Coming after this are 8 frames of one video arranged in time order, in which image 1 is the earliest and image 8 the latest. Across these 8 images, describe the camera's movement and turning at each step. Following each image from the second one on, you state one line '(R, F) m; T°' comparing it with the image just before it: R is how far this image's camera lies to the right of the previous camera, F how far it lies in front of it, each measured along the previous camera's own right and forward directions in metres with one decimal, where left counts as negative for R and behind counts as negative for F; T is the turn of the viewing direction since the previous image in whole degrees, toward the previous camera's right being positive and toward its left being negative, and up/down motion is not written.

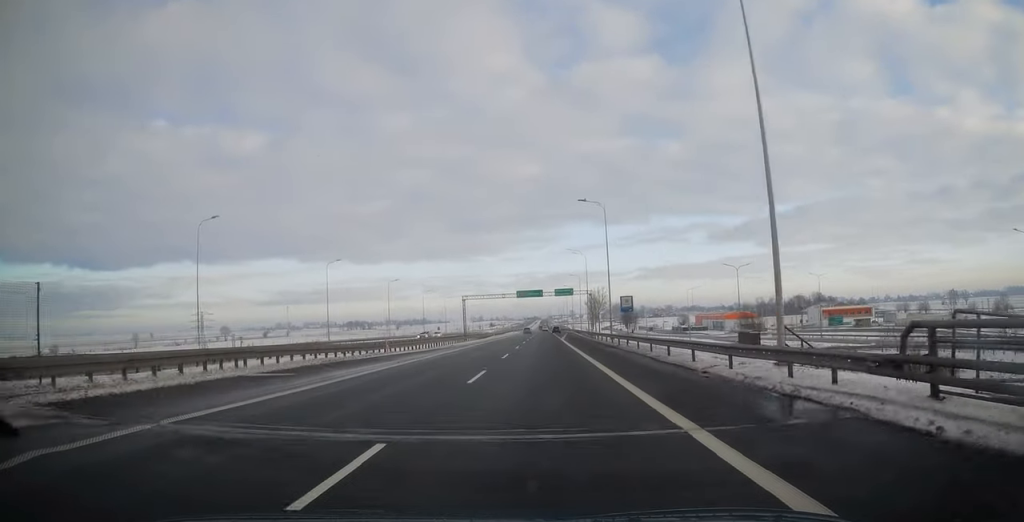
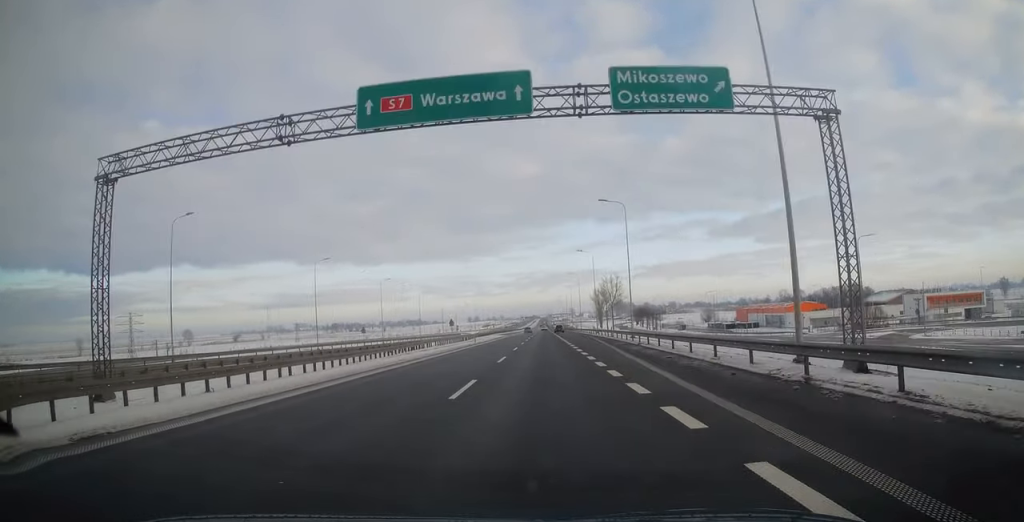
(-0.5, +74.6) m; 0°
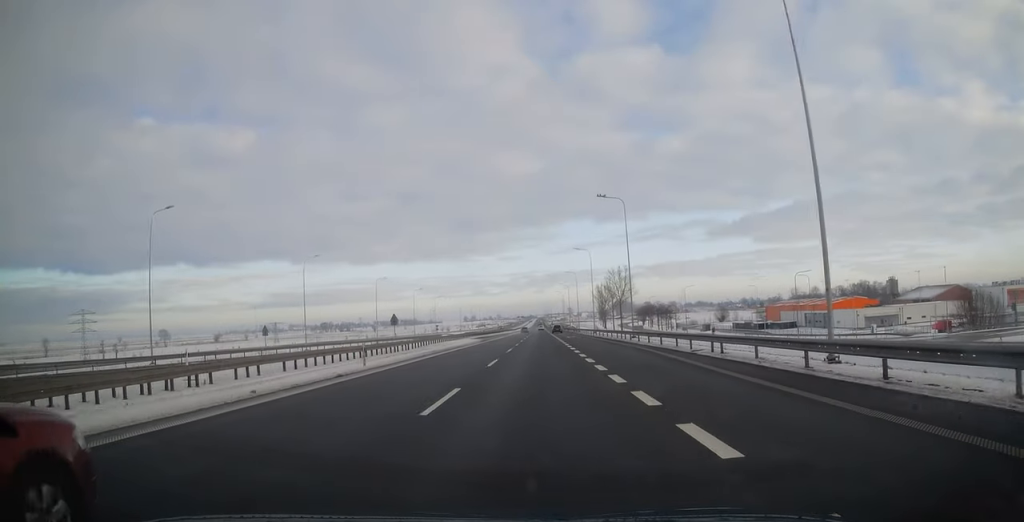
(+0.4, +37.8) m; 0°
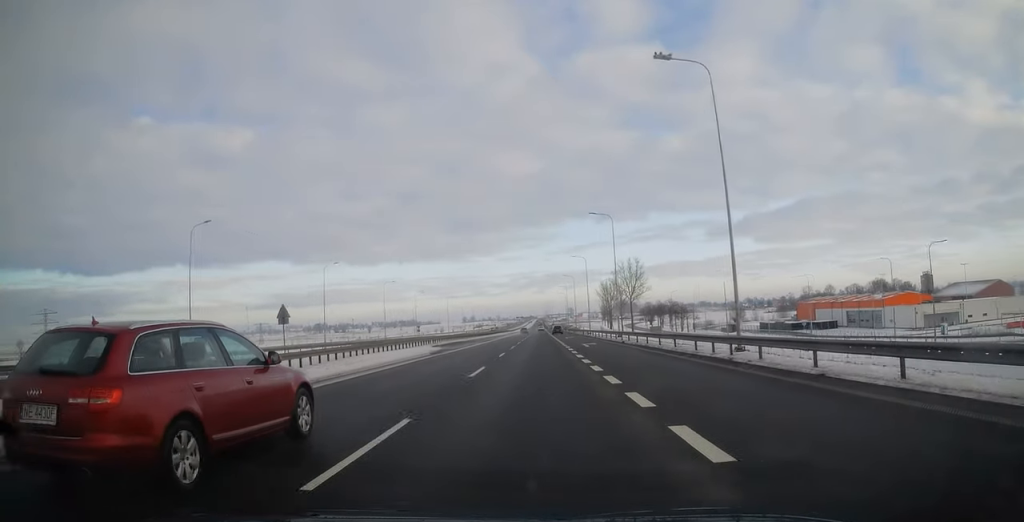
(-0.4, +28.2) m; 0°
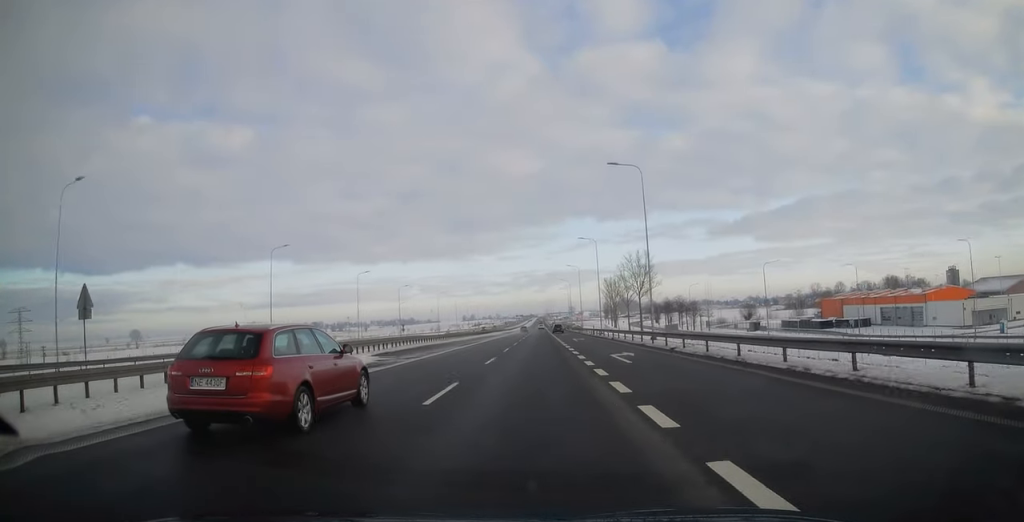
(+0.2, +18.1) m; 0°
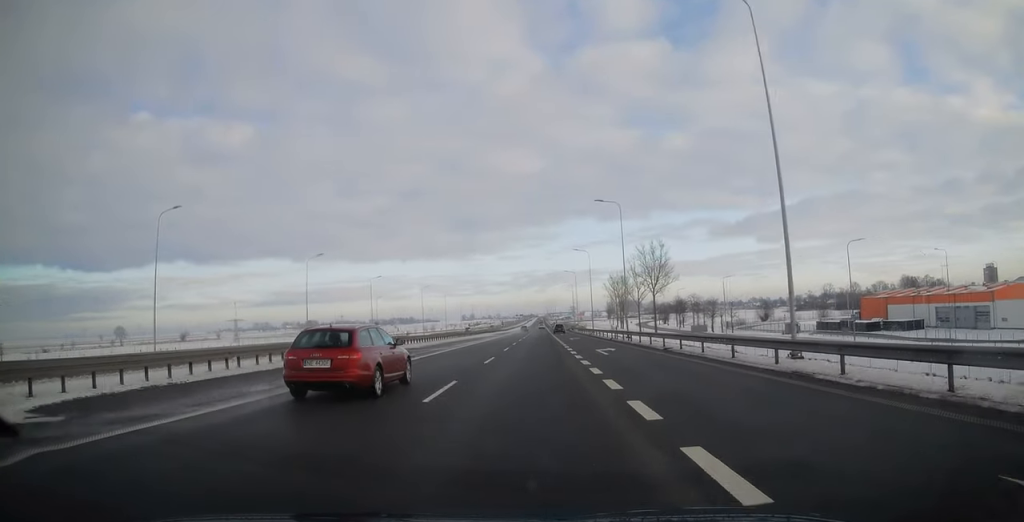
(+0.1, +23.4) m; 0°
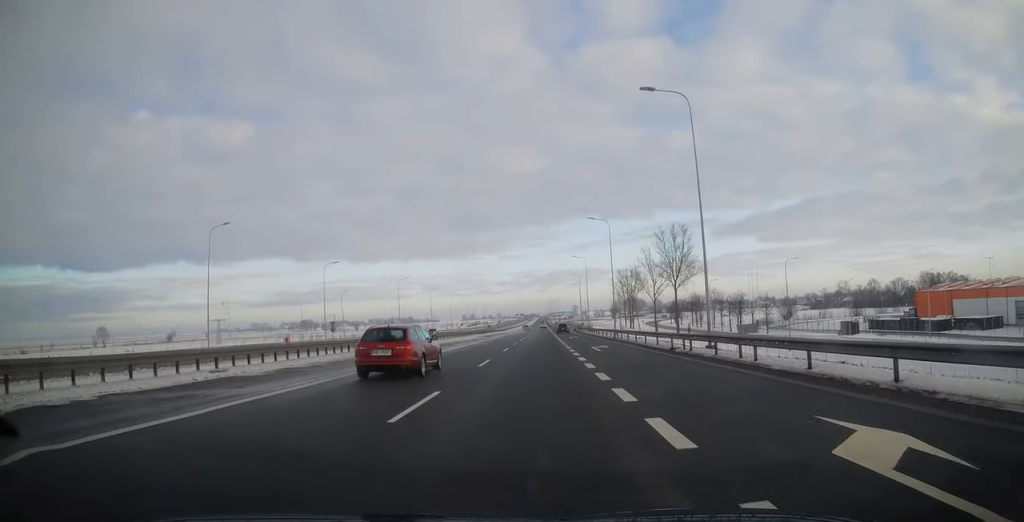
(-0.3, +26.1) m; -1°
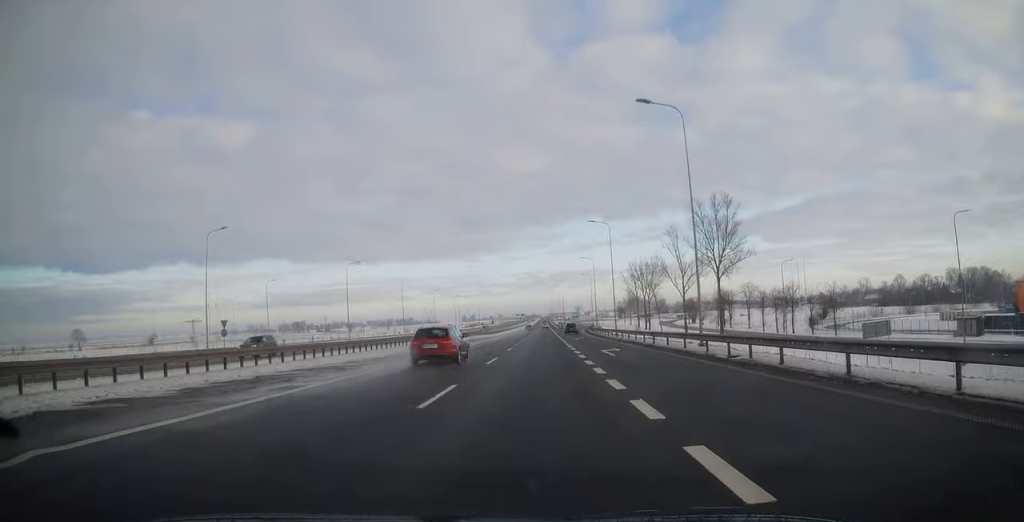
(+0.1, +34.0) m; +1°
